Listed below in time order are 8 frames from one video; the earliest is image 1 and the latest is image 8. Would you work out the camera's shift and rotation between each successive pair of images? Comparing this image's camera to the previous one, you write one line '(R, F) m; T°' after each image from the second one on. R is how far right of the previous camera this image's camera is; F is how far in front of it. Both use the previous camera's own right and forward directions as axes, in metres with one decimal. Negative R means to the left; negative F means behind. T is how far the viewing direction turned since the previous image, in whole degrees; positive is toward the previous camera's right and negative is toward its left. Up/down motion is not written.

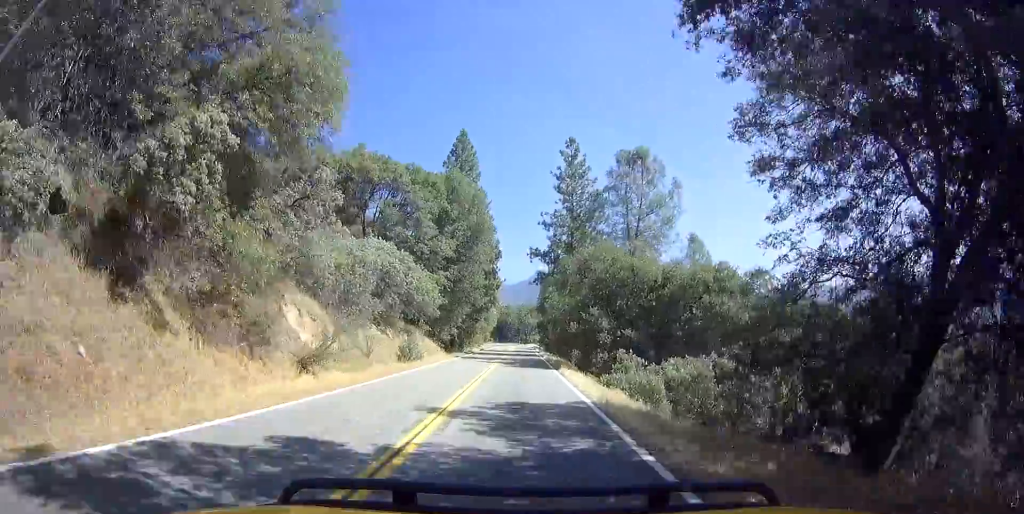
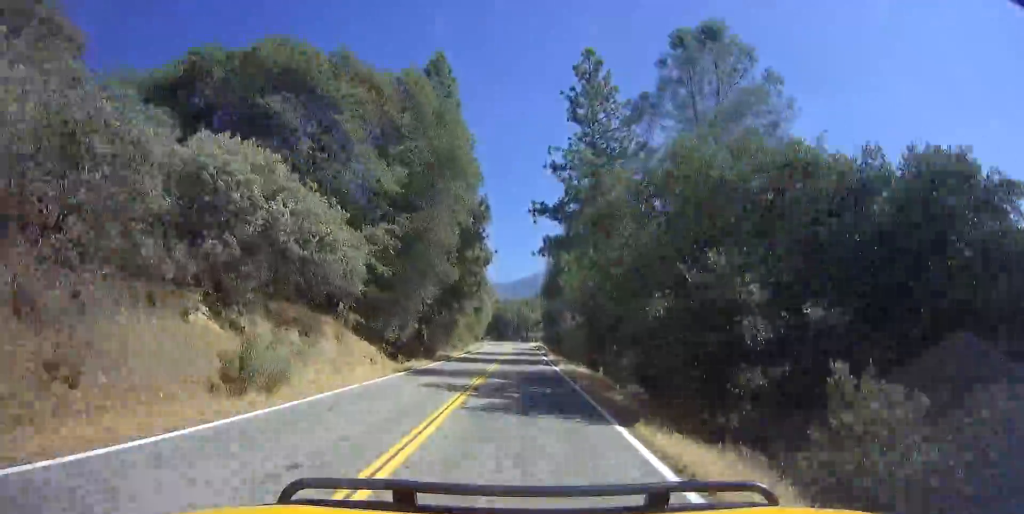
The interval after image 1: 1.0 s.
(0.0, +18.8) m; 0°
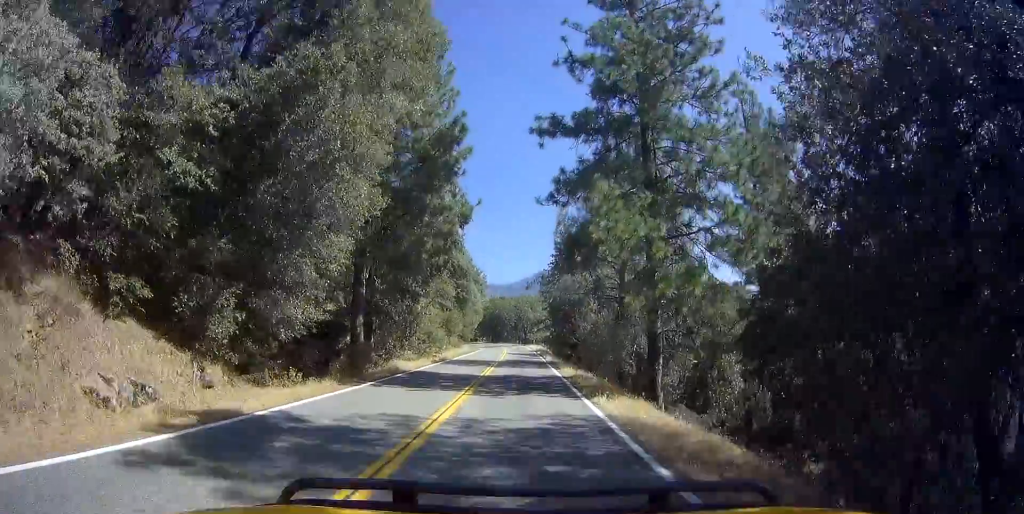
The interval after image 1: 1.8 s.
(+0.2, +15.5) m; 0°
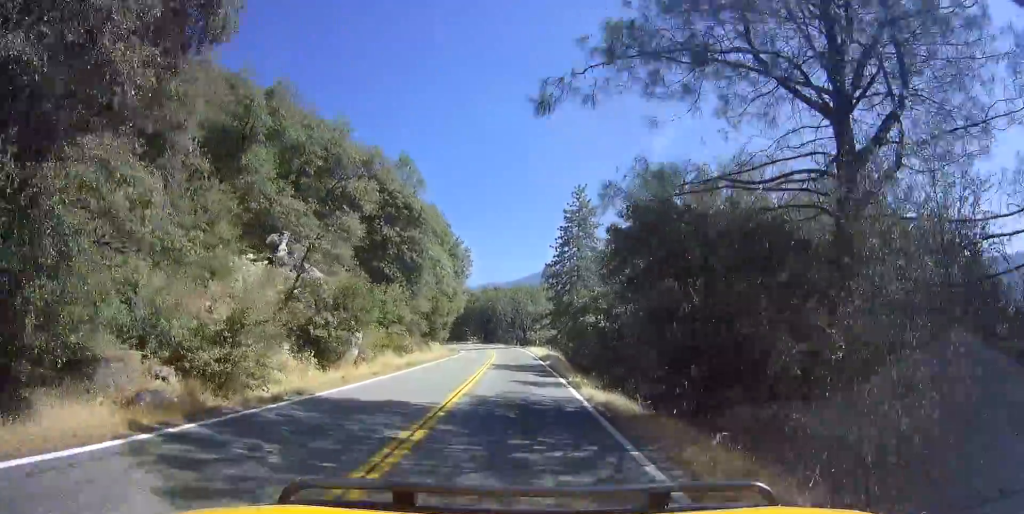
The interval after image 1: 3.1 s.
(+0.2, +24.9) m; 0°
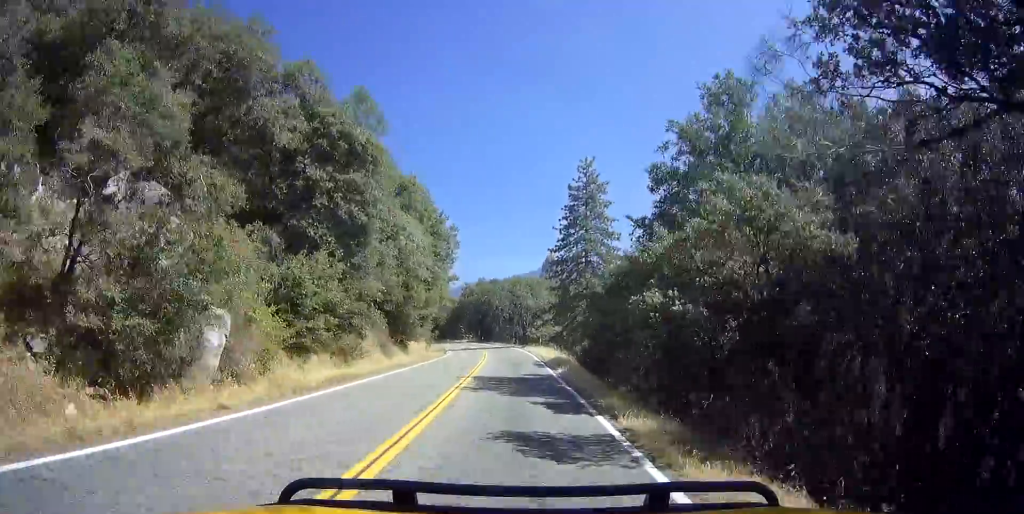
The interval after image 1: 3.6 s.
(+0.5, +10.7) m; -1°
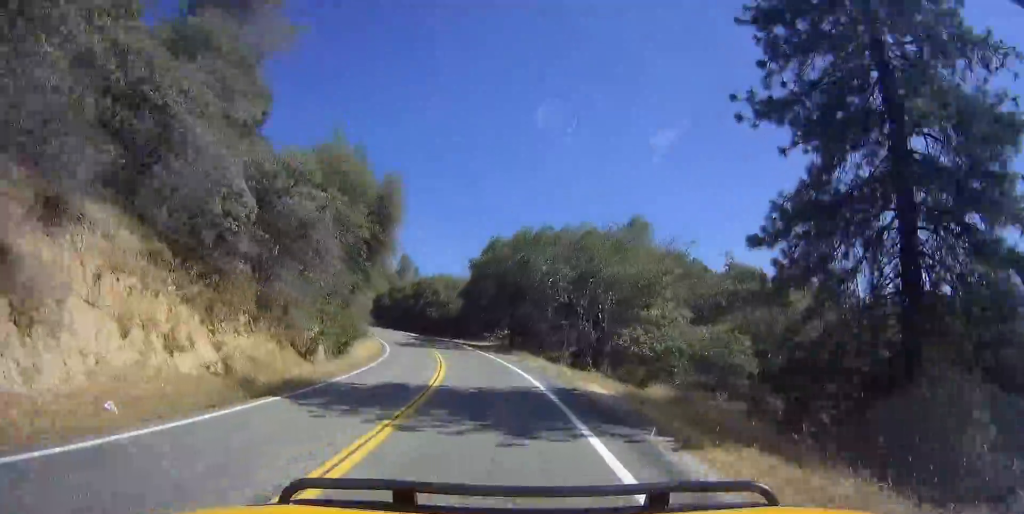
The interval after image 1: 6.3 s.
(-4.0, +50.0) m; -12°
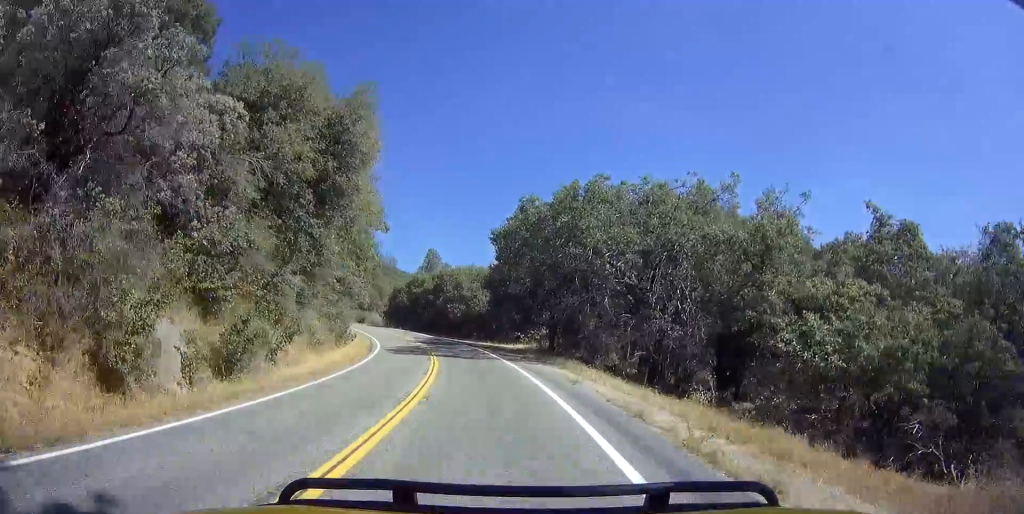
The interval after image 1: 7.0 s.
(-0.9, +13.5) m; -7°
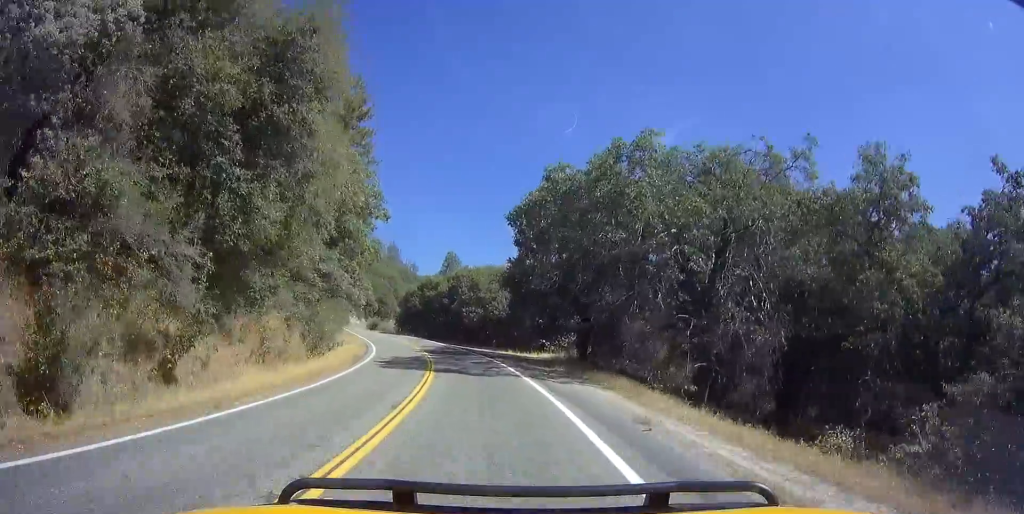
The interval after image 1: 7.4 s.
(0.0, +7.4) m; -4°
